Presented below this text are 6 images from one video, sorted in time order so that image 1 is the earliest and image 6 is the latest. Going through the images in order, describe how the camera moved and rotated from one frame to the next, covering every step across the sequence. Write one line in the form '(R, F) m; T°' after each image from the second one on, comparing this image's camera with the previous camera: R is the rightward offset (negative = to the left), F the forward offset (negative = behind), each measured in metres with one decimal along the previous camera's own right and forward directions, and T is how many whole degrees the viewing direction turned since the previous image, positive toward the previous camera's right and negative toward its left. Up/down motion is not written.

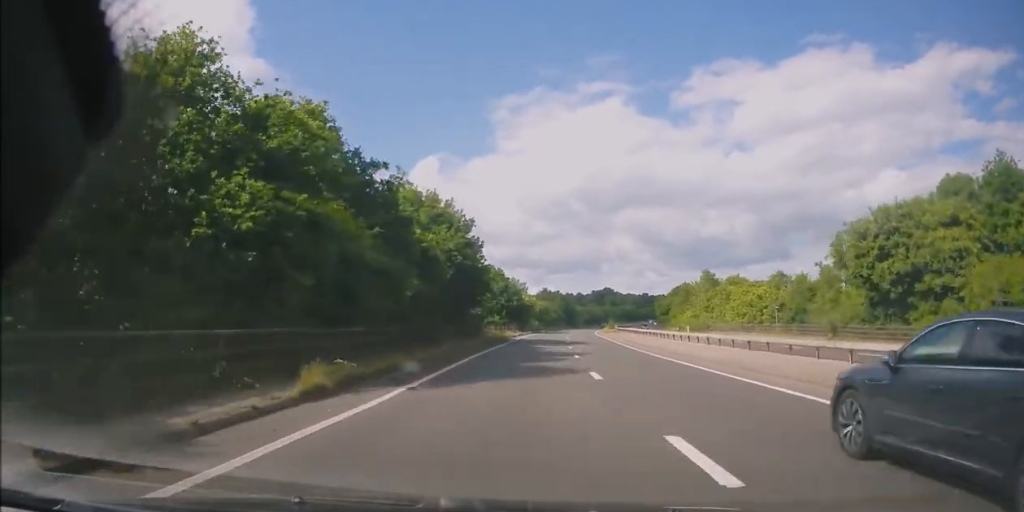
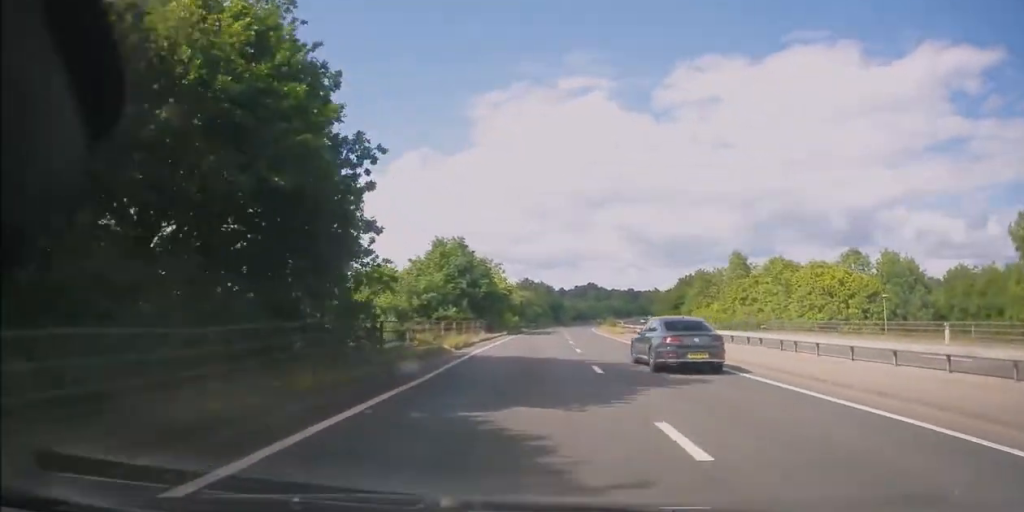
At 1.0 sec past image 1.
(+0.3, +27.2) m; +2°
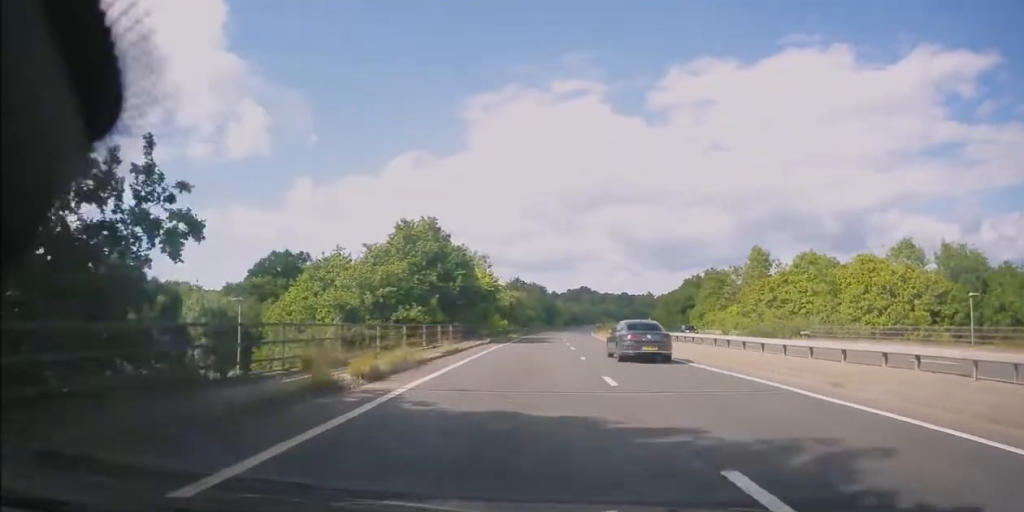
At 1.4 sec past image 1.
(+0.1, +11.7) m; +1°
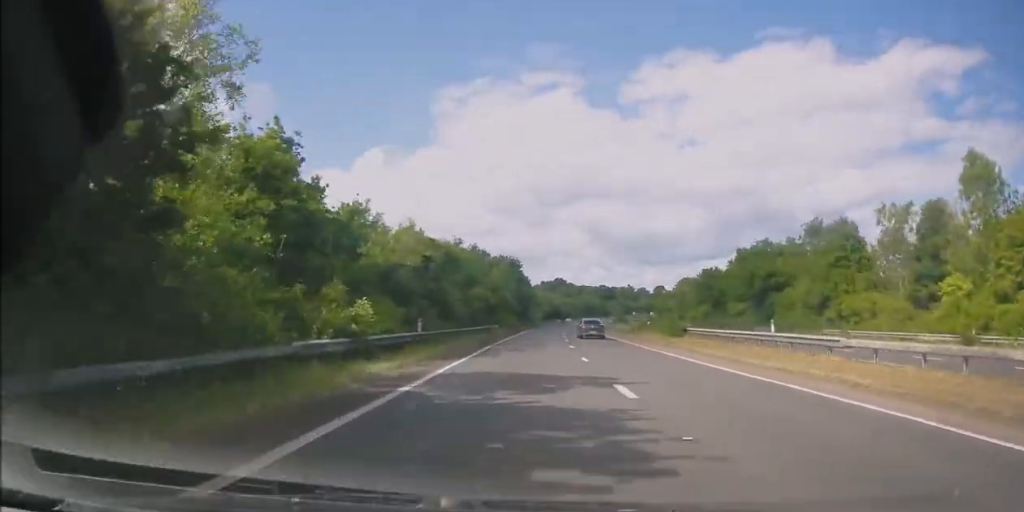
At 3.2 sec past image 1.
(+1.1, +47.3) m; +3°
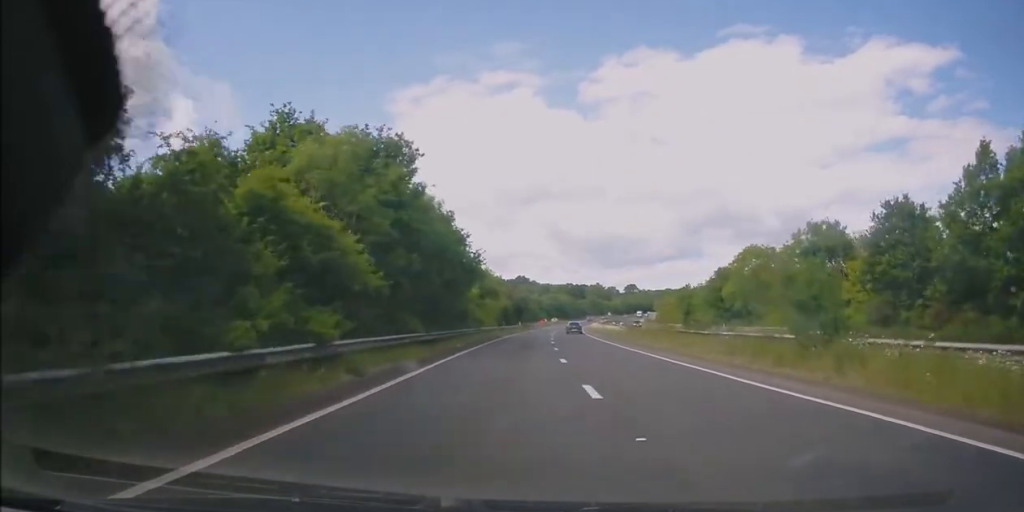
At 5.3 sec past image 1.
(+1.5, +54.4) m; +3°
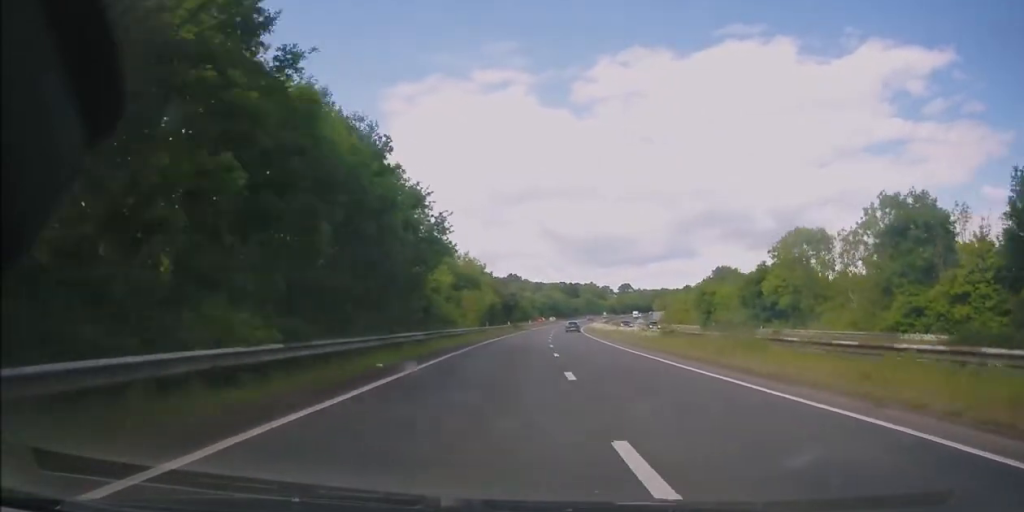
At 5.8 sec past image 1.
(+0.1, +14.8) m; +1°
